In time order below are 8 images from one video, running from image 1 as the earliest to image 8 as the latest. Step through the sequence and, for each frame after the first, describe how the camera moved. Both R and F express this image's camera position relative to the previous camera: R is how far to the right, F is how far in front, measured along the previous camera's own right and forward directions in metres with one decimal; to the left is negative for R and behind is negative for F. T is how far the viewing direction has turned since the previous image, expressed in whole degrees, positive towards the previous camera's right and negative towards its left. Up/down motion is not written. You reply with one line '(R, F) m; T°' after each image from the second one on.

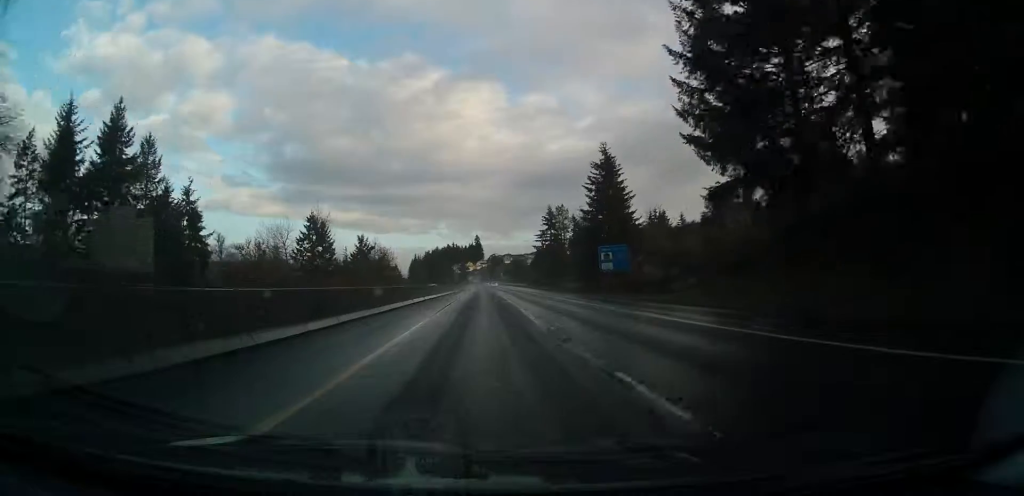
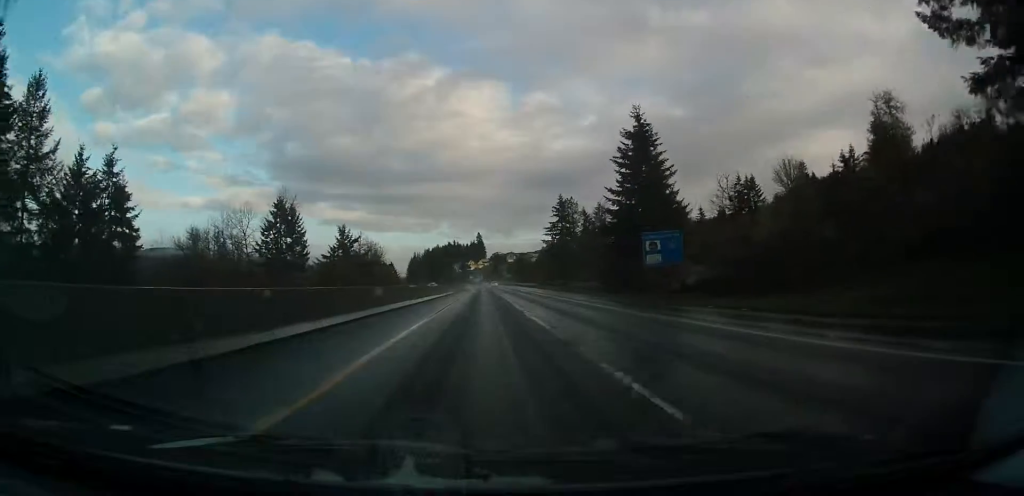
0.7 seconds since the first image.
(+0.5, +24.1) m; 0°
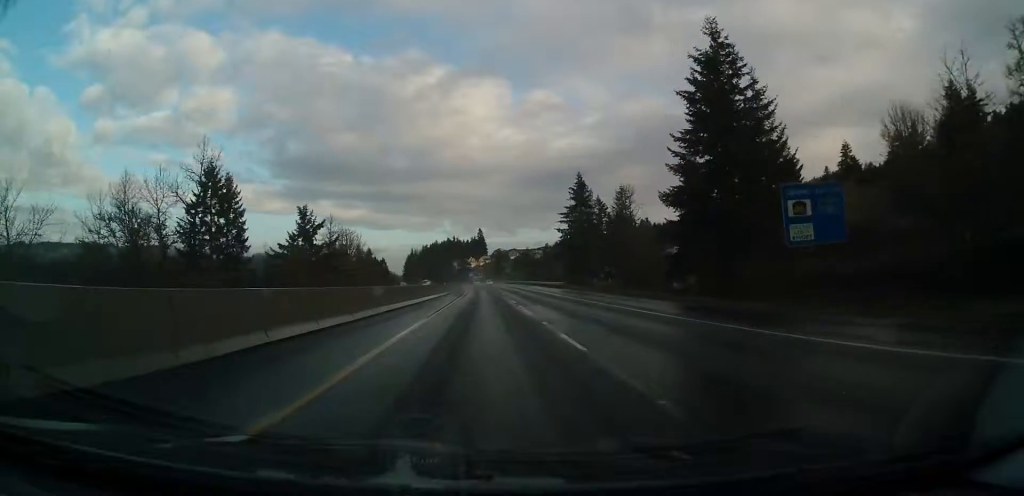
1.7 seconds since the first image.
(-0.7, +31.8) m; -1°
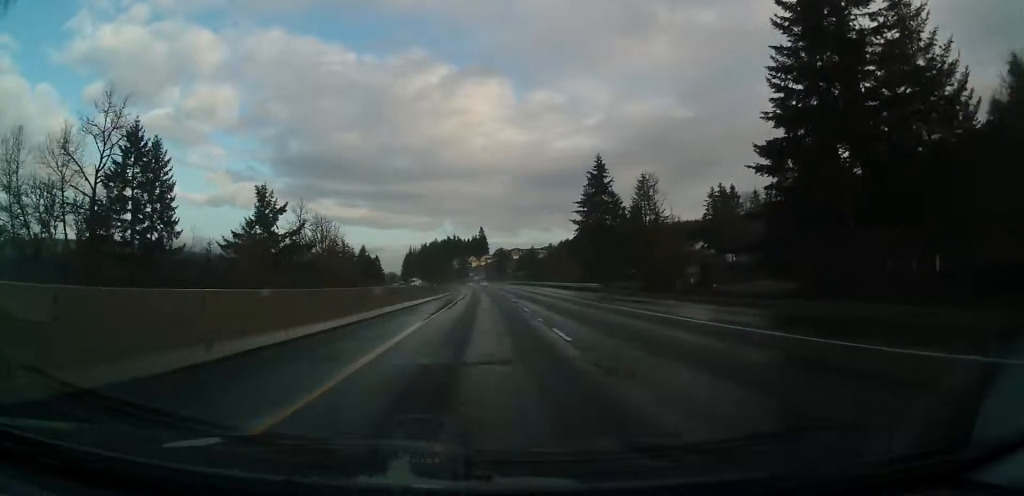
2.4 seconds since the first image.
(-0.1, +22.0) m; 0°
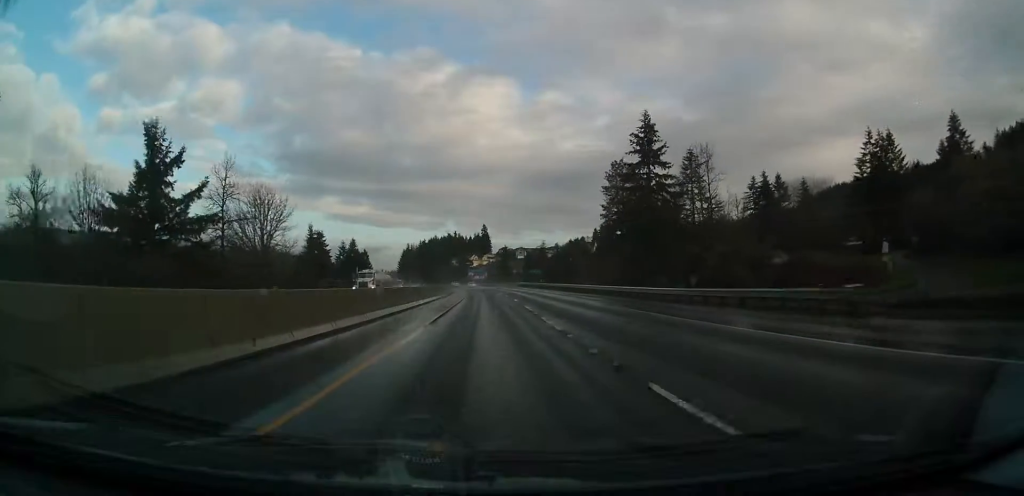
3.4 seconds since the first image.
(-0.1, +32.9) m; 0°
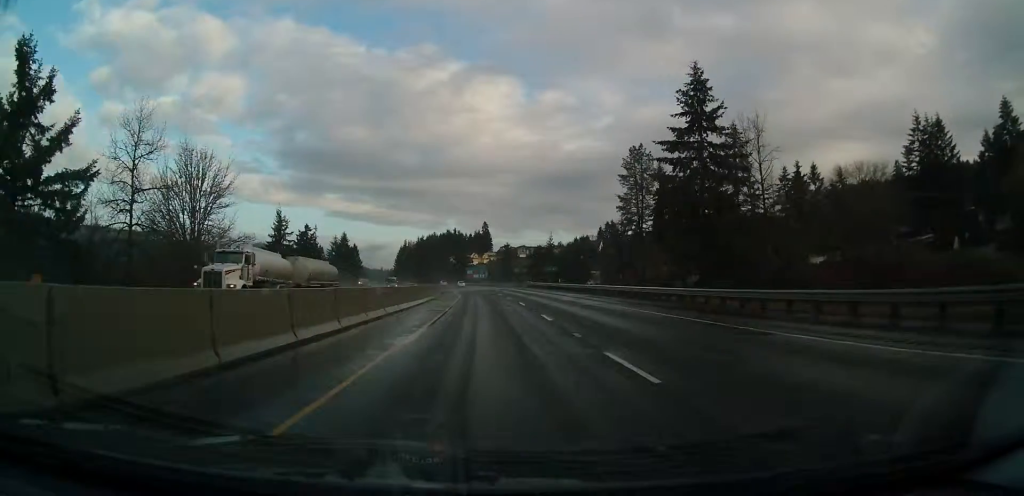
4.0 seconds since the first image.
(0.0, +20.8) m; 0°
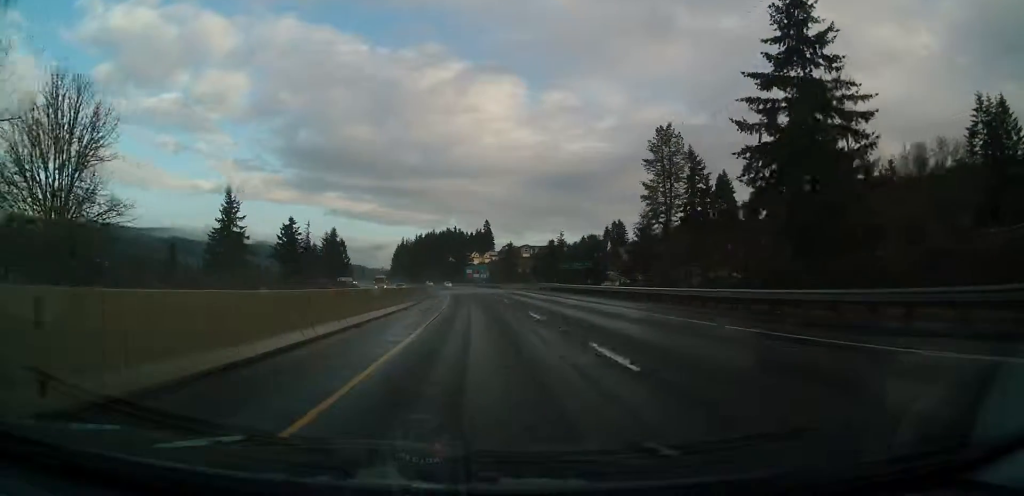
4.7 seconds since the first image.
(+0.2, +22.9) m; 0°
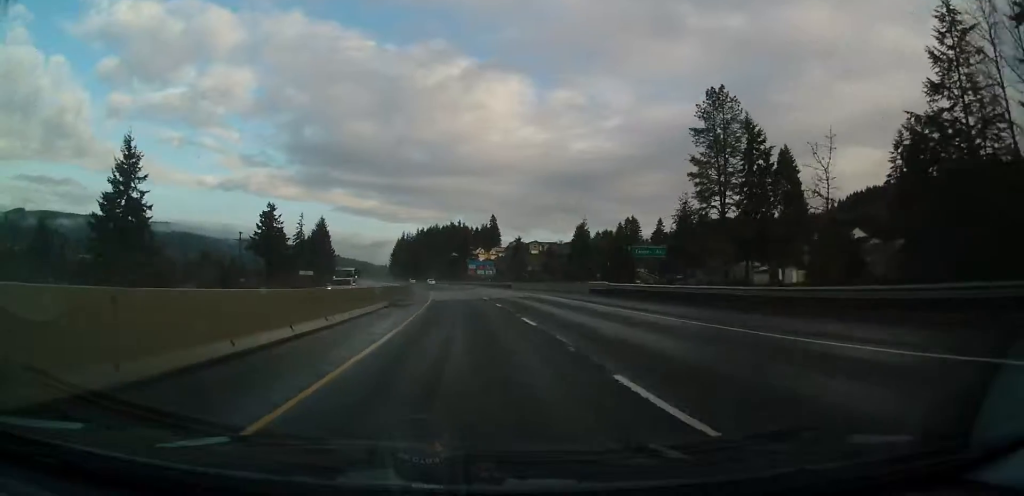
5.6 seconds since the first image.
(-0.2, +28.5) m; 0°
